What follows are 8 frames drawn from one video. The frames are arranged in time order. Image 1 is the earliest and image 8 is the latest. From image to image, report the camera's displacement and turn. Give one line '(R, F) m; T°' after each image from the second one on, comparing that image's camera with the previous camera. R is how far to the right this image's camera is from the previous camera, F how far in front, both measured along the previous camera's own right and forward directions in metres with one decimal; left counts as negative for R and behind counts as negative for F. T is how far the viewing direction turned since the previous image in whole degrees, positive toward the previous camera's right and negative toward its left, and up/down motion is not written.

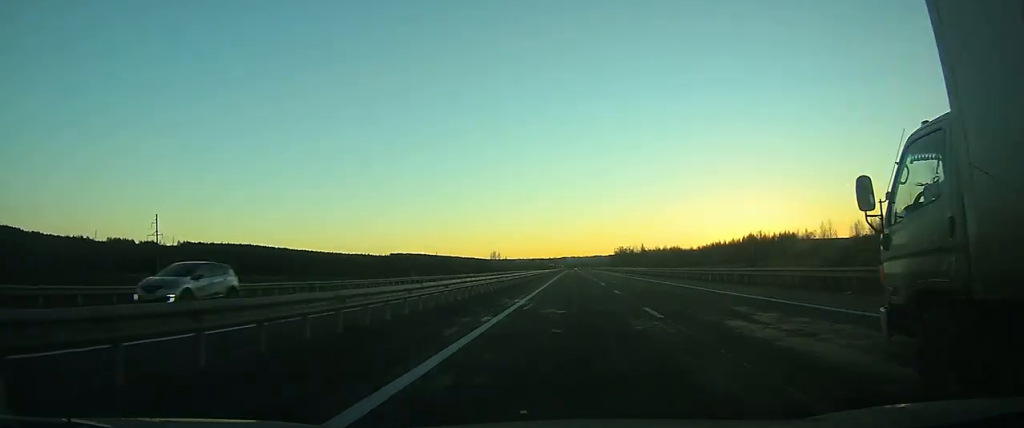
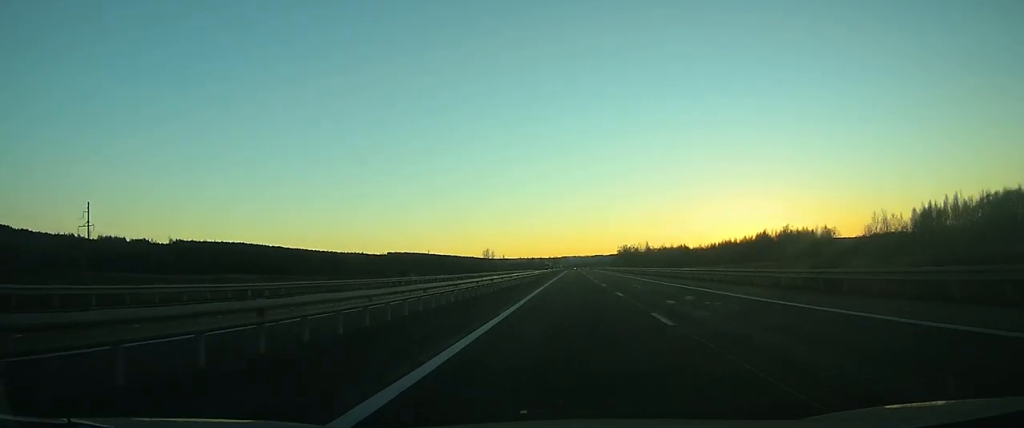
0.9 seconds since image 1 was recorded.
(0.0, +26.3) m; 0°
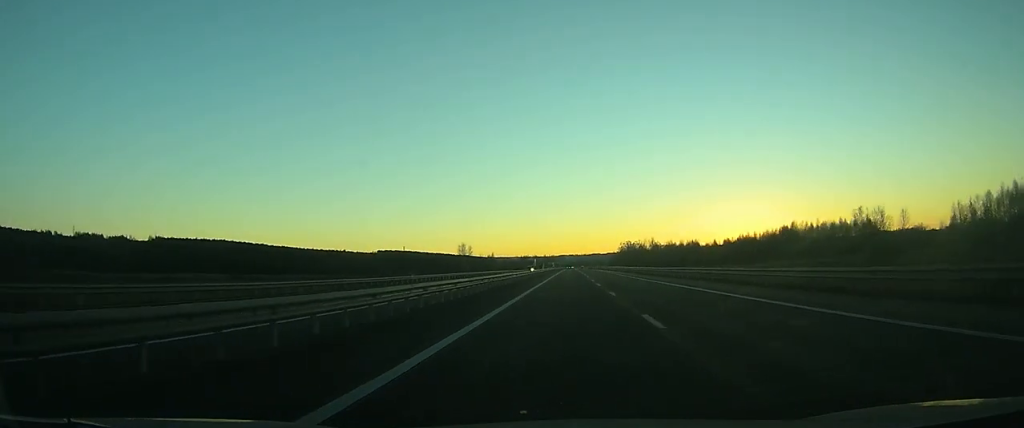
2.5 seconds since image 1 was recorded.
(0.0, +50.3) m; 0°
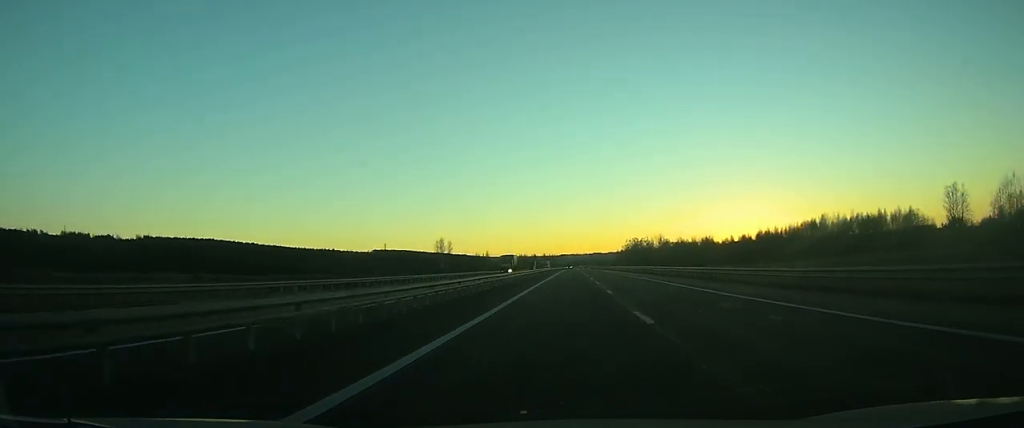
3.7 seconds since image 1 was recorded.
(0.0, +35.6) m; 0°
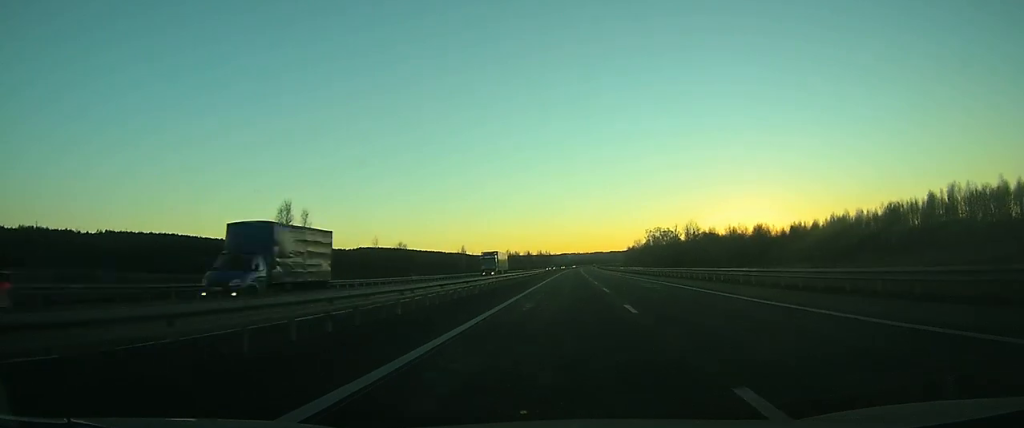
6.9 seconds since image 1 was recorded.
(+0.3, +90.8) m; +1°
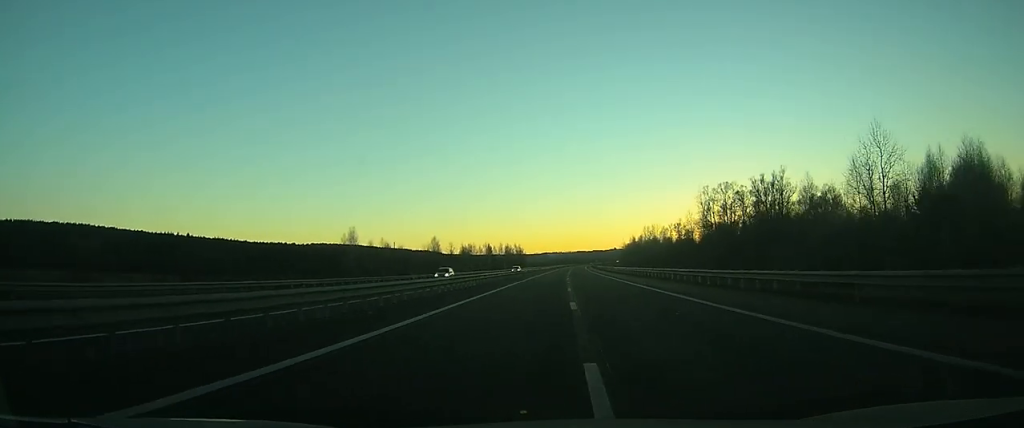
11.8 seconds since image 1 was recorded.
(+1.9, +141.2) m; +1°
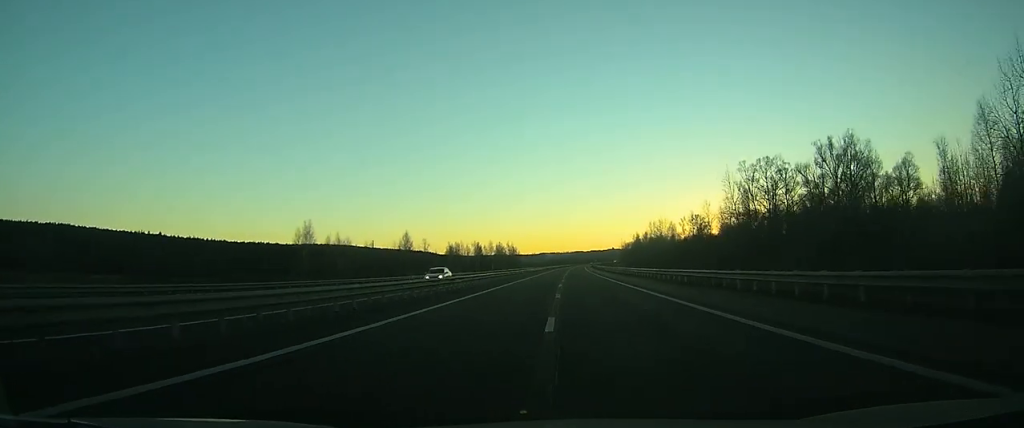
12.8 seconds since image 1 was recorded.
(0.0, +30.3) m; 0°
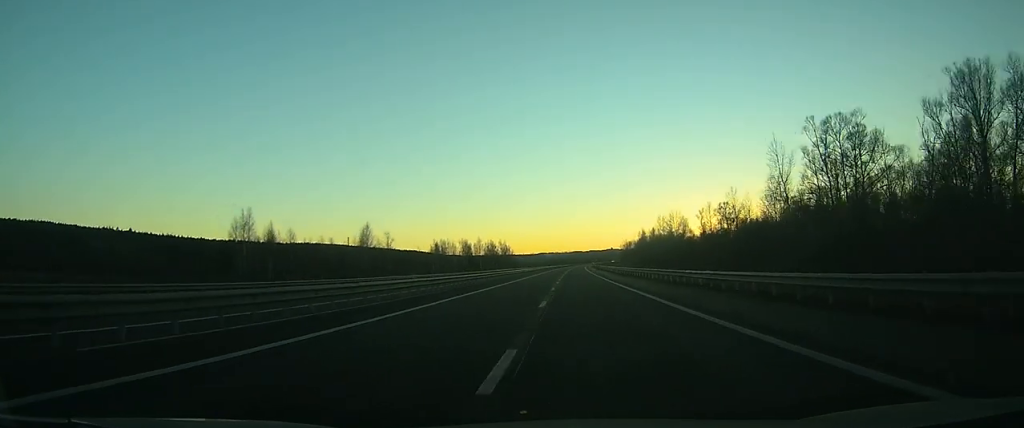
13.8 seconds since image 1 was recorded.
(+0.1, +29.7) m; 0°
